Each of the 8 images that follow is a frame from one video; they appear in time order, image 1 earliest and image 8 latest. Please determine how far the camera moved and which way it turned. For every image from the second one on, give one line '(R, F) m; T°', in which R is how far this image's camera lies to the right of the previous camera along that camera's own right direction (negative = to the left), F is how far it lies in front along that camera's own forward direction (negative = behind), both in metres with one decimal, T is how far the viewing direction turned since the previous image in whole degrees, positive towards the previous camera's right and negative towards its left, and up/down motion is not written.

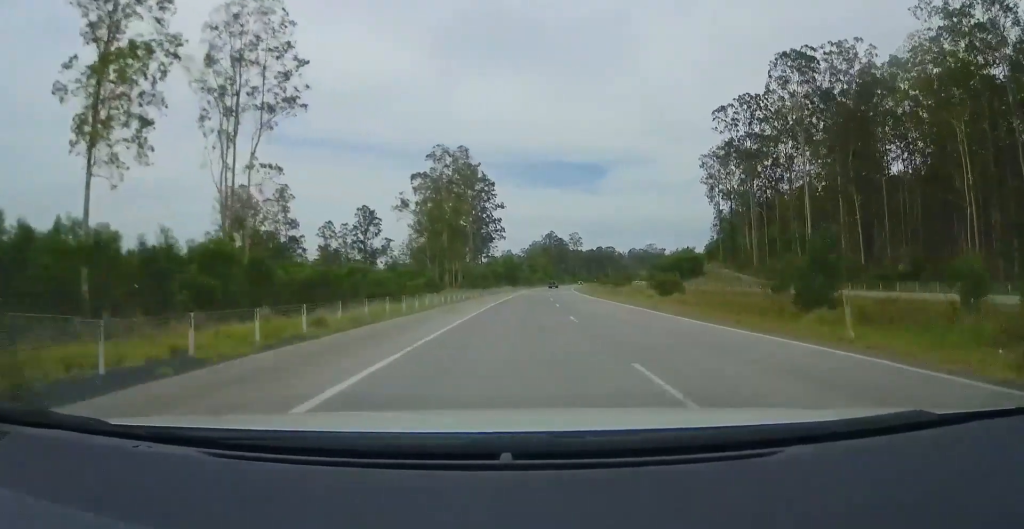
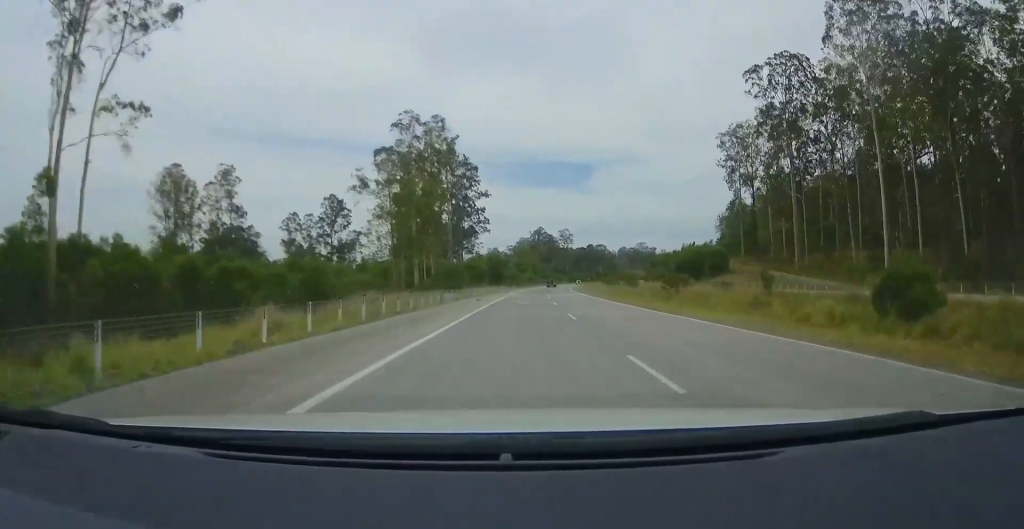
(+0.2, +23.1) m; +1°
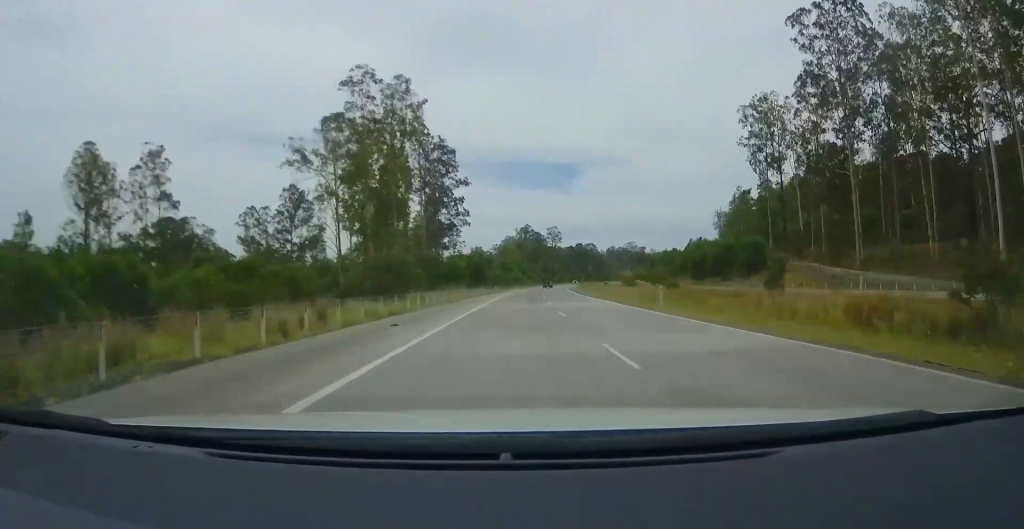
(+0.2, +21.8) m; +1°
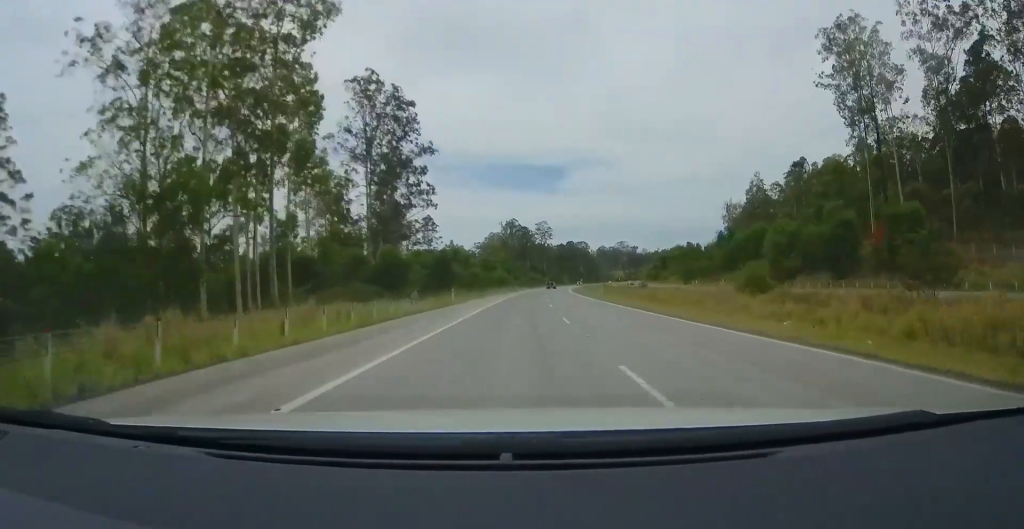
(+0.7, +38.8) m; +2°
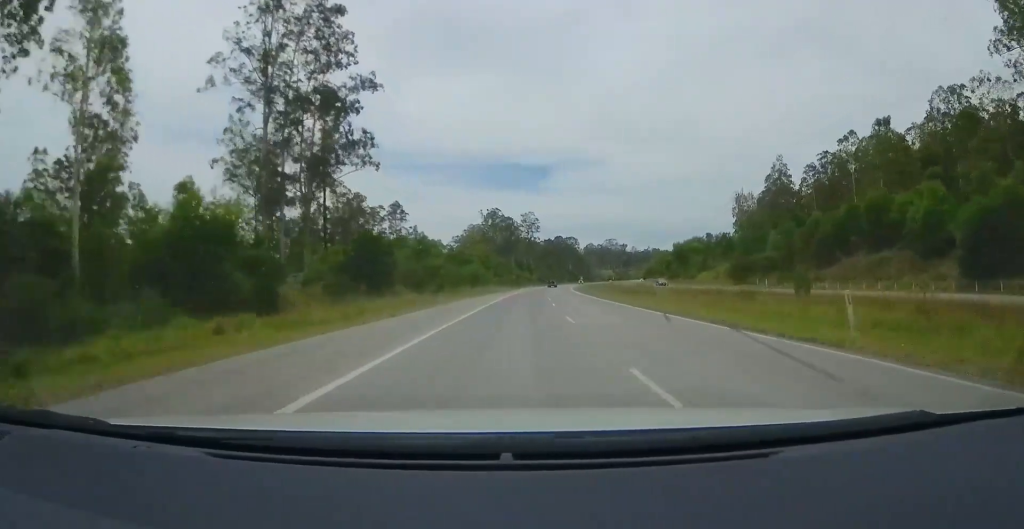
(+0.7, +36.5) m; +1°
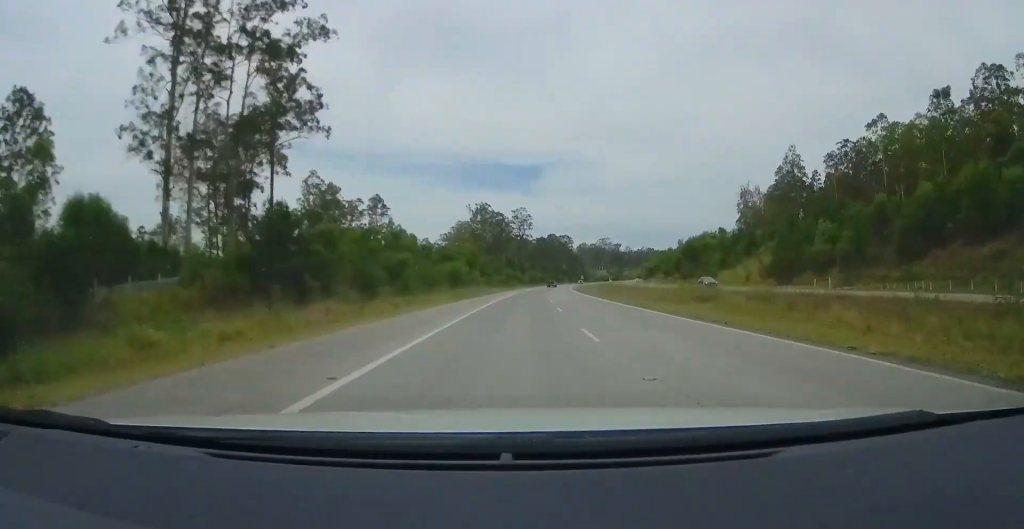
(-0.1, +17.2) m; 0°
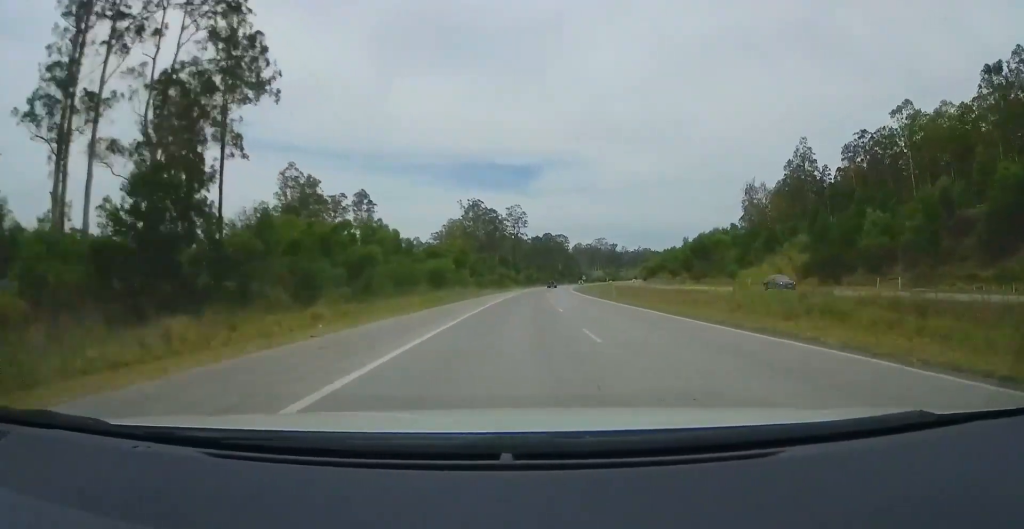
(-0.2, +12.3) m; 0°
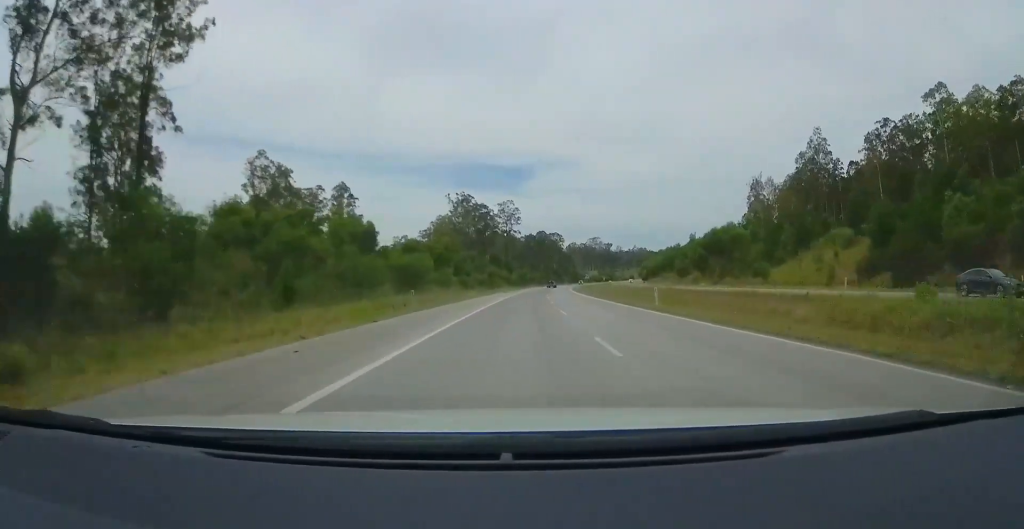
(+0.2, +14.6) m; +1°
